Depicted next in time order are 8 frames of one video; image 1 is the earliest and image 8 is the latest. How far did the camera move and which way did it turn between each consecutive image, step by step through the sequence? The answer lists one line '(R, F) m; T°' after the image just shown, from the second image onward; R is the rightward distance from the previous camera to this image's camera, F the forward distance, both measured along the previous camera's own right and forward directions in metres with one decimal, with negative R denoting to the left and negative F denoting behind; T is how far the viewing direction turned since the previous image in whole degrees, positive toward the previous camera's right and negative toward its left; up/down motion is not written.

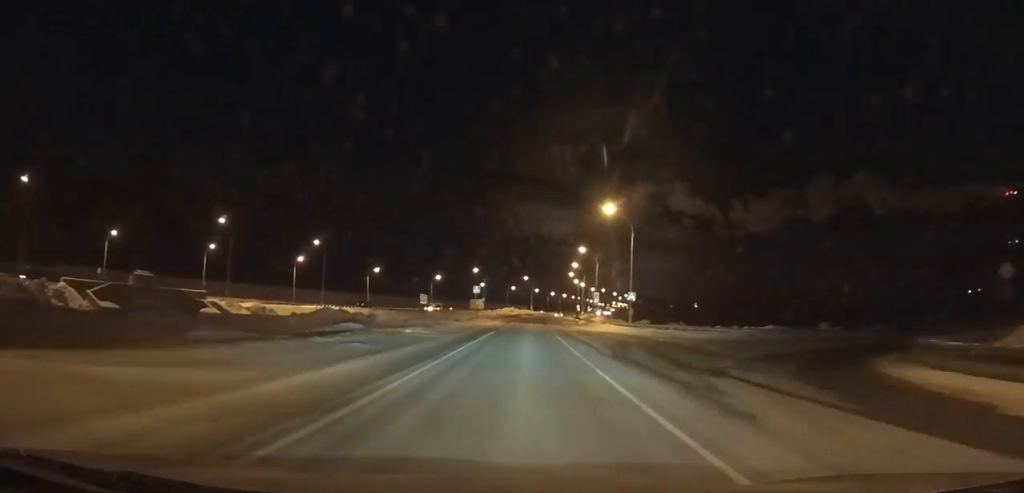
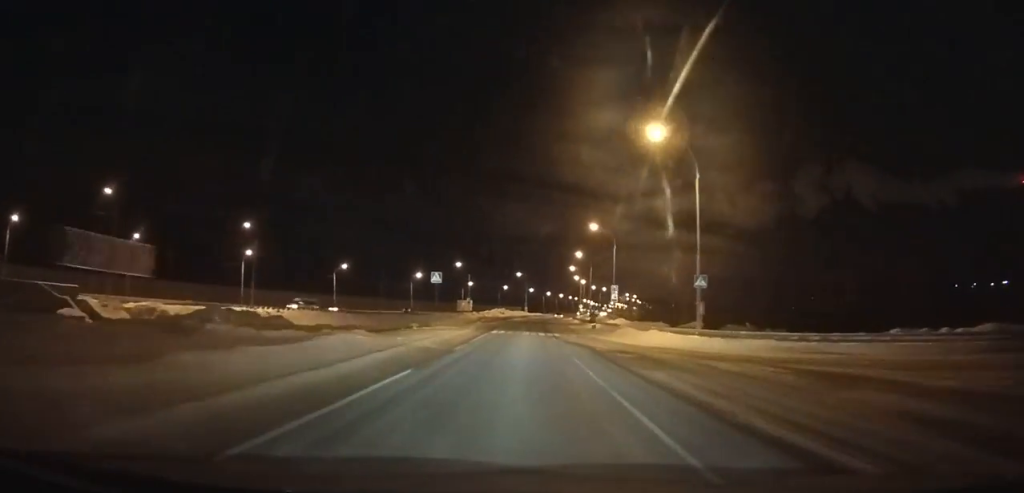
(-0.1, +24.4) m; 0°
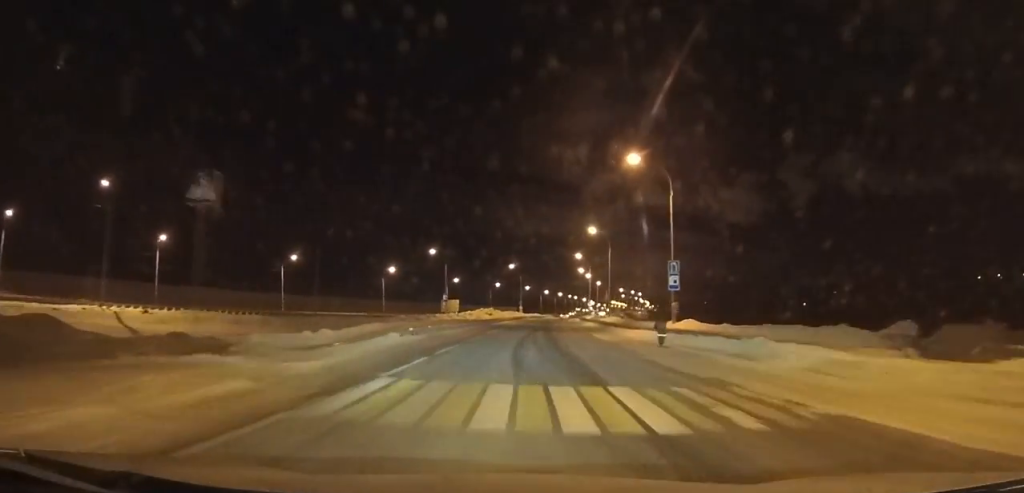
(0.0, +29.9) m; +1°
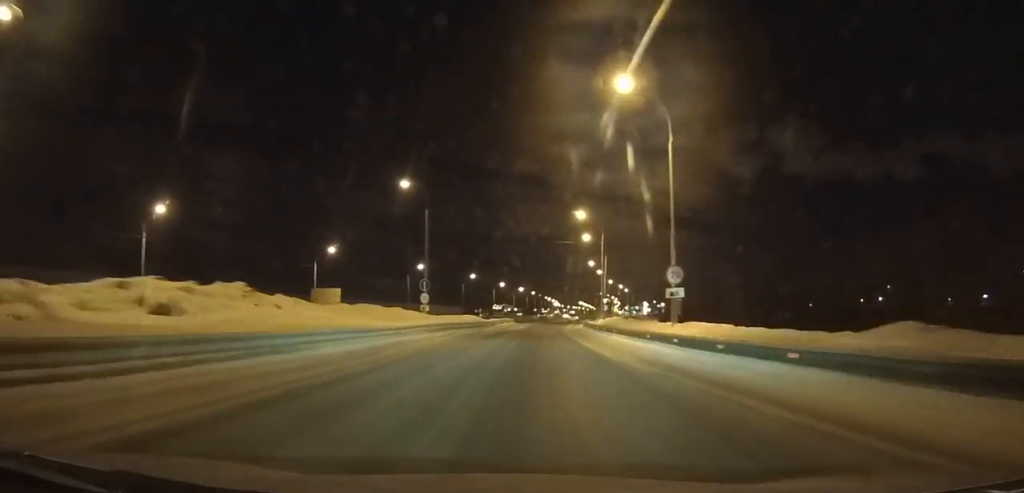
(+2.7, +84.7) m; +4°
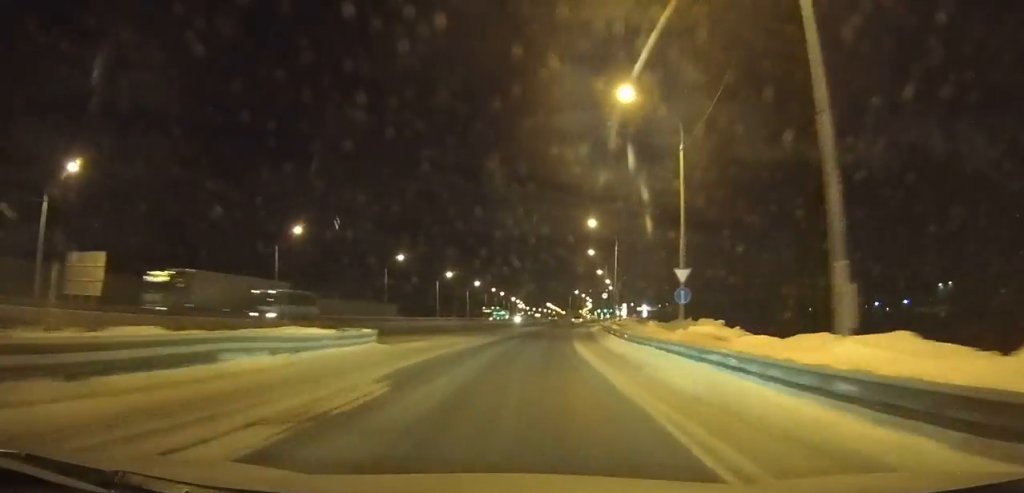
(+2.0, +51.6) m; +3°
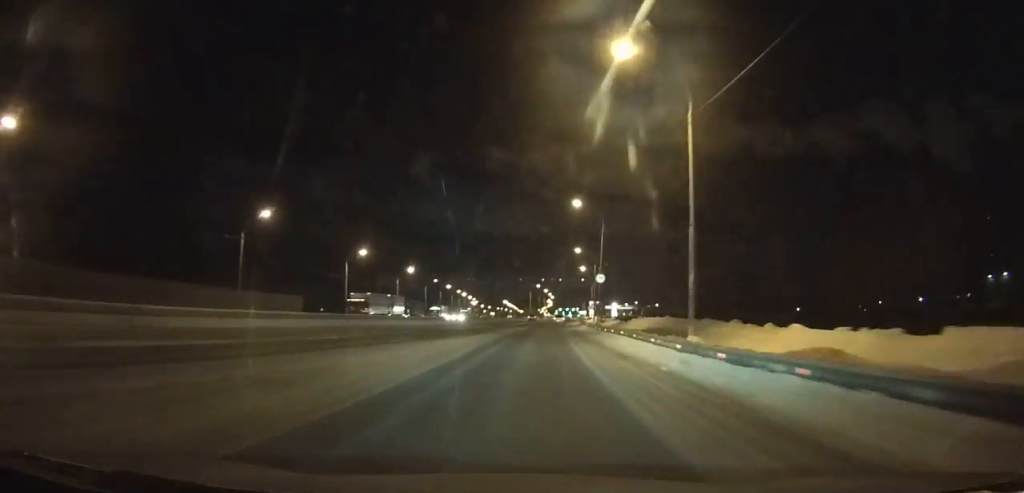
(+0.5, +38.7) m; +2°
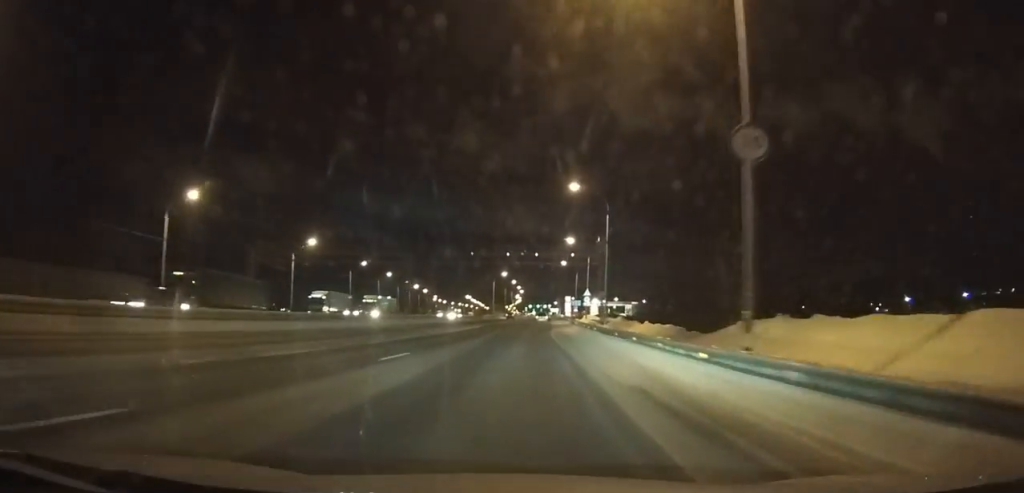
(+1.1, +39.8) m; +3°
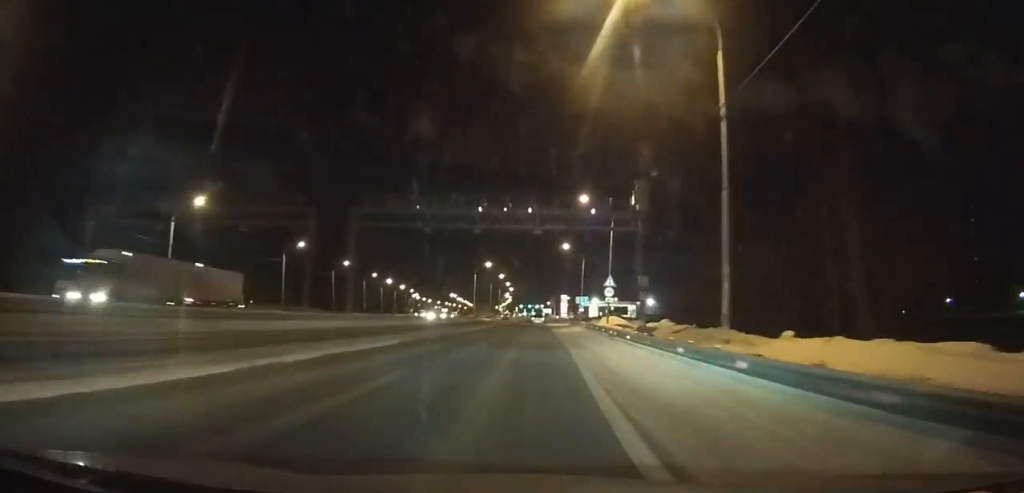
(+0.7, +28.7) m; +2°
